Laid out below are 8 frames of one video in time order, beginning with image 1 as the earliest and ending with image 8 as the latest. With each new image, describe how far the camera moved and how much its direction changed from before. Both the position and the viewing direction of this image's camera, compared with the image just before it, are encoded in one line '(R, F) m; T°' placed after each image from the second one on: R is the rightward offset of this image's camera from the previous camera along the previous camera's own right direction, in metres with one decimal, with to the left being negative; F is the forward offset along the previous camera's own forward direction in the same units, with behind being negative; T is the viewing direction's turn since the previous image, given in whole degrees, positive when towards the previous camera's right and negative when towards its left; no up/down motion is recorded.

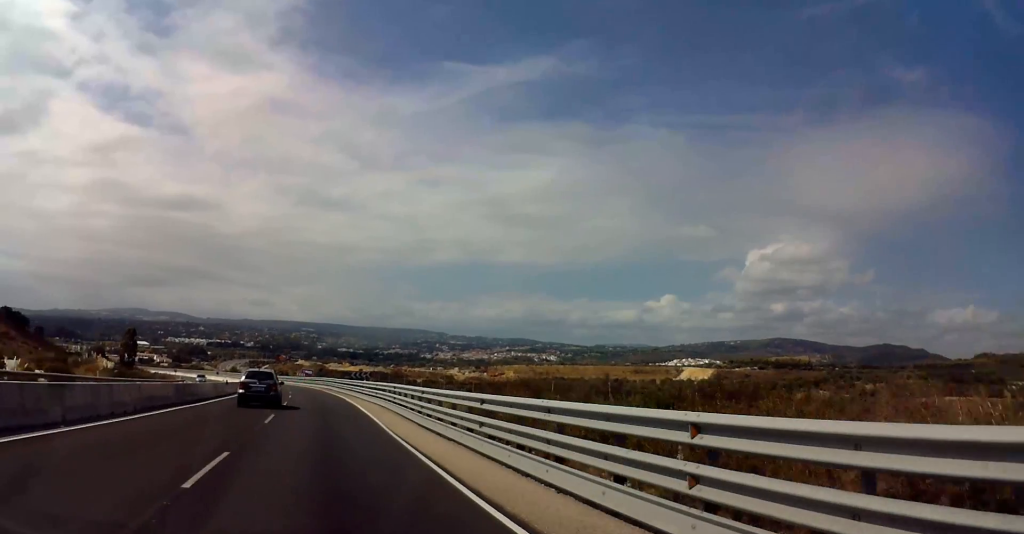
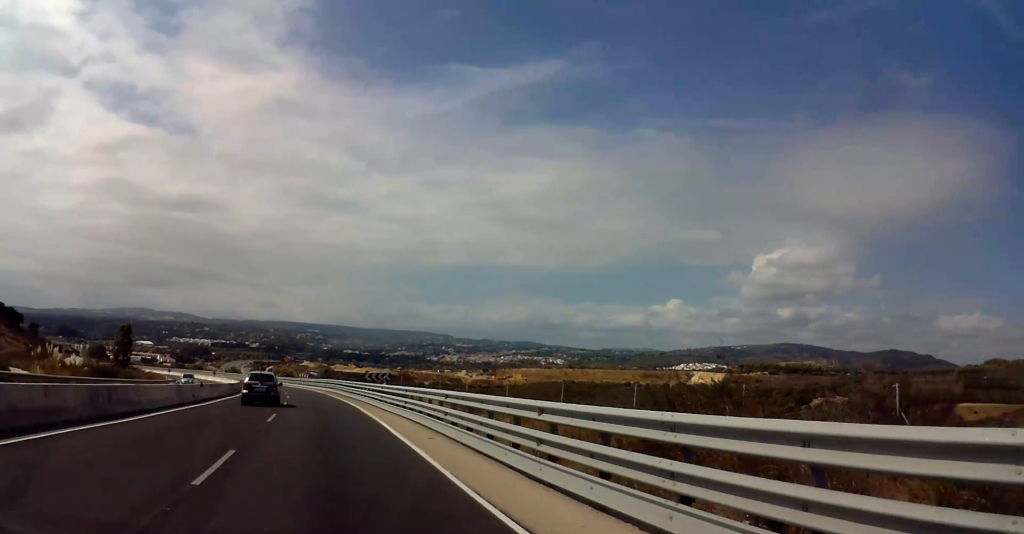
(-0.1, +11.9) m; -2°
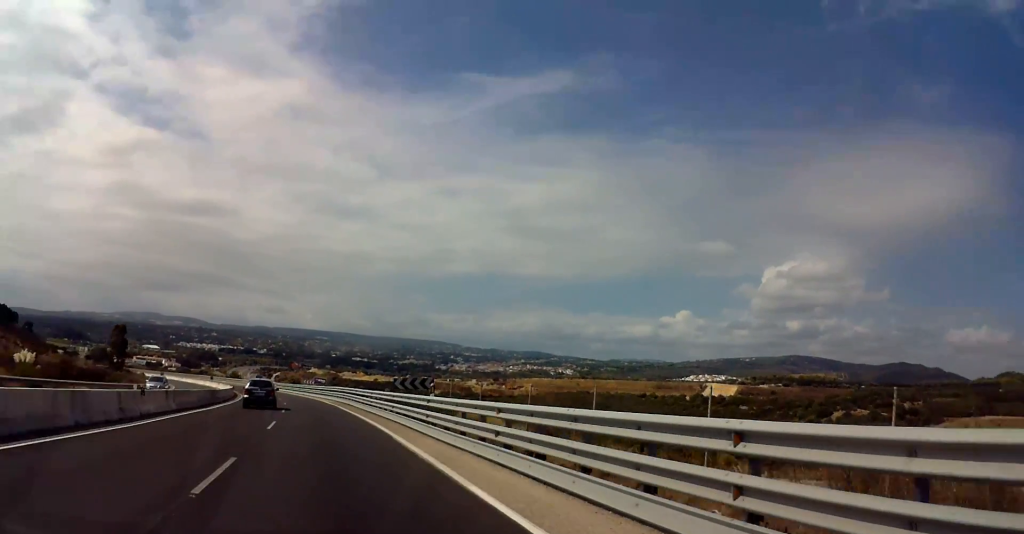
(0.0, +11.9) m; -2°
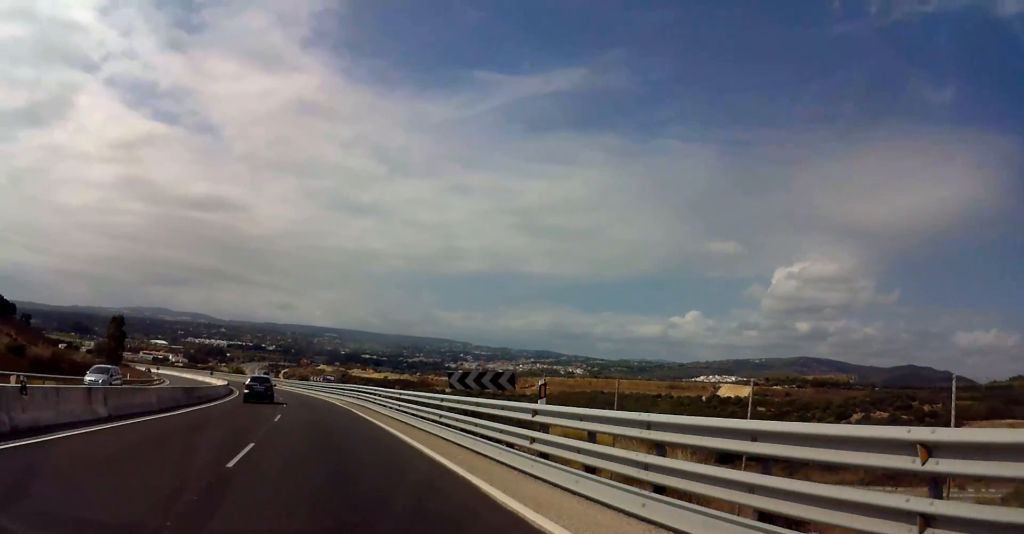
(-0.5, +10.3) m; -1°
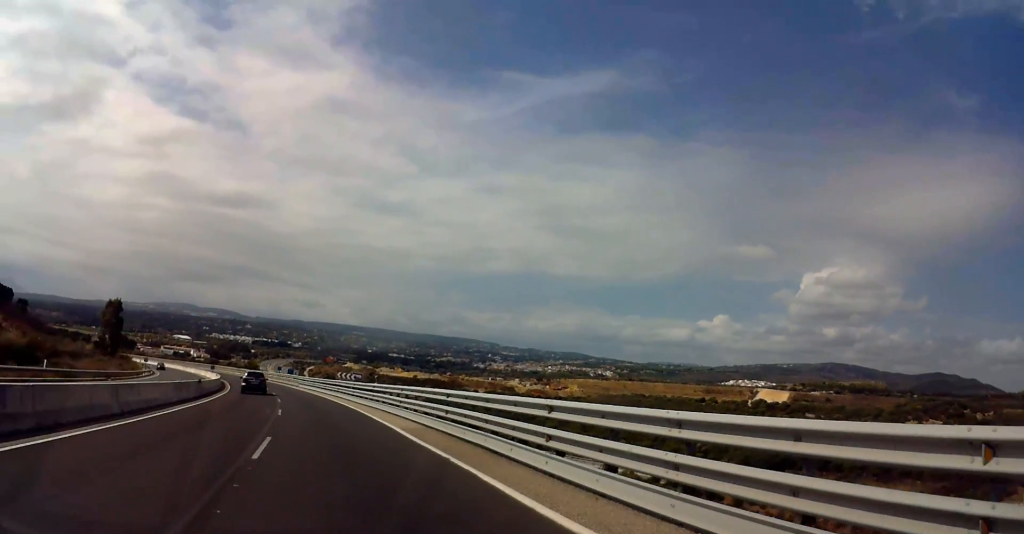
(-0.5, +25.0) m; -1°
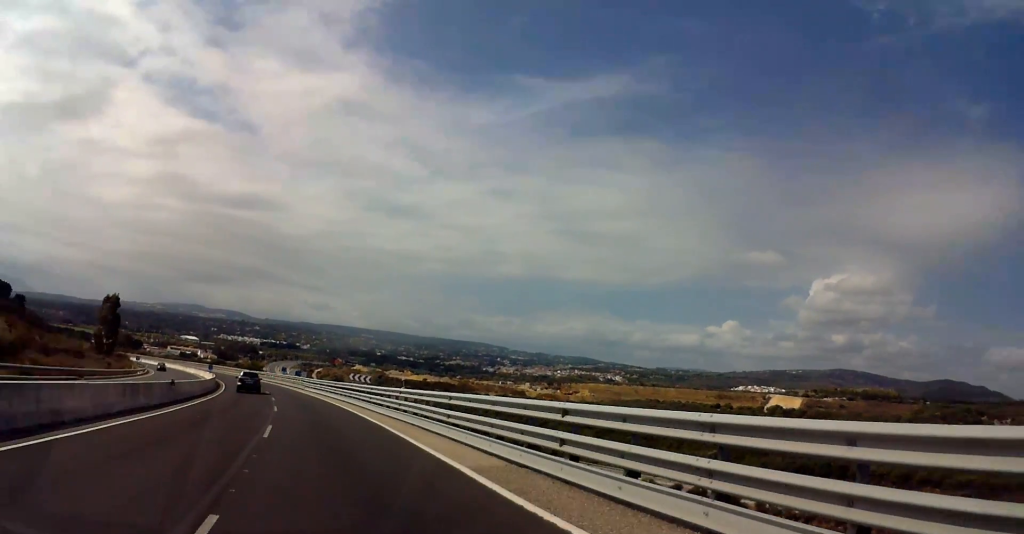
(0.0, +8.6) m; 0°
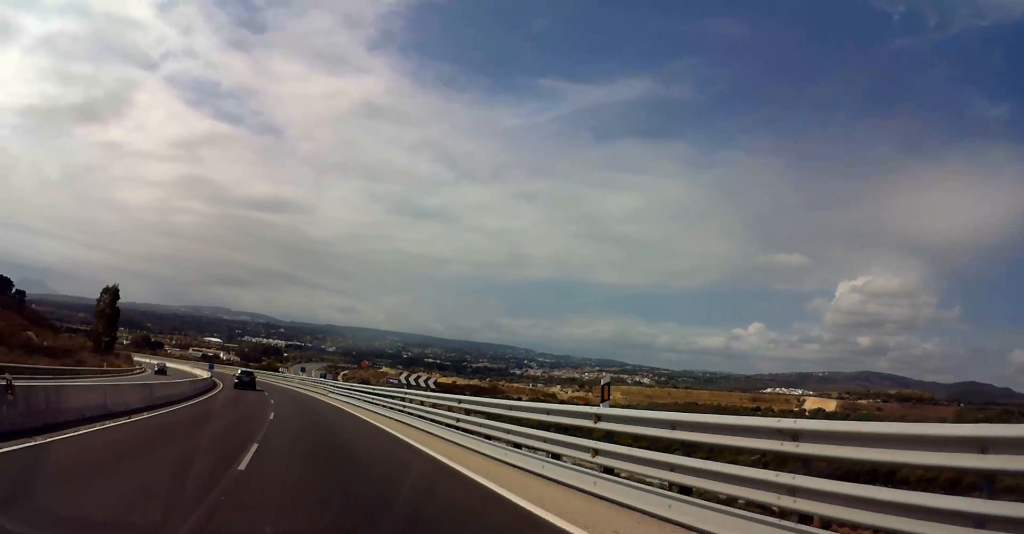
(+0.1, +17.3) m; -2°
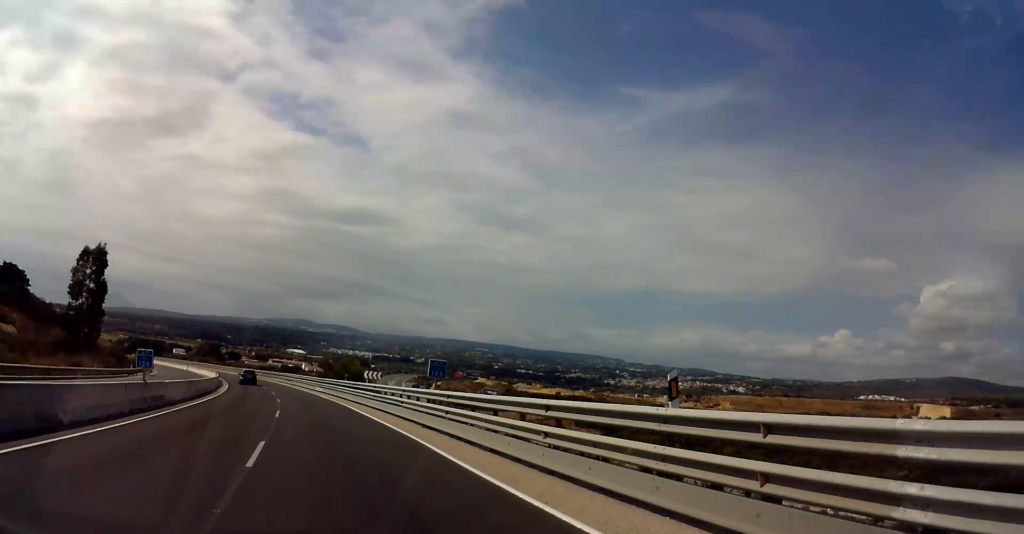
(-2.5, +48.0) m; -4°
